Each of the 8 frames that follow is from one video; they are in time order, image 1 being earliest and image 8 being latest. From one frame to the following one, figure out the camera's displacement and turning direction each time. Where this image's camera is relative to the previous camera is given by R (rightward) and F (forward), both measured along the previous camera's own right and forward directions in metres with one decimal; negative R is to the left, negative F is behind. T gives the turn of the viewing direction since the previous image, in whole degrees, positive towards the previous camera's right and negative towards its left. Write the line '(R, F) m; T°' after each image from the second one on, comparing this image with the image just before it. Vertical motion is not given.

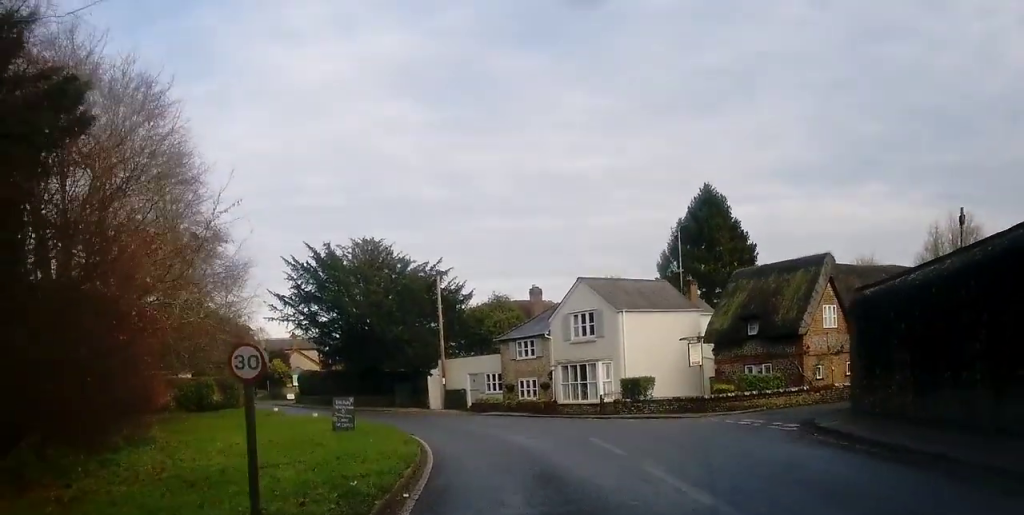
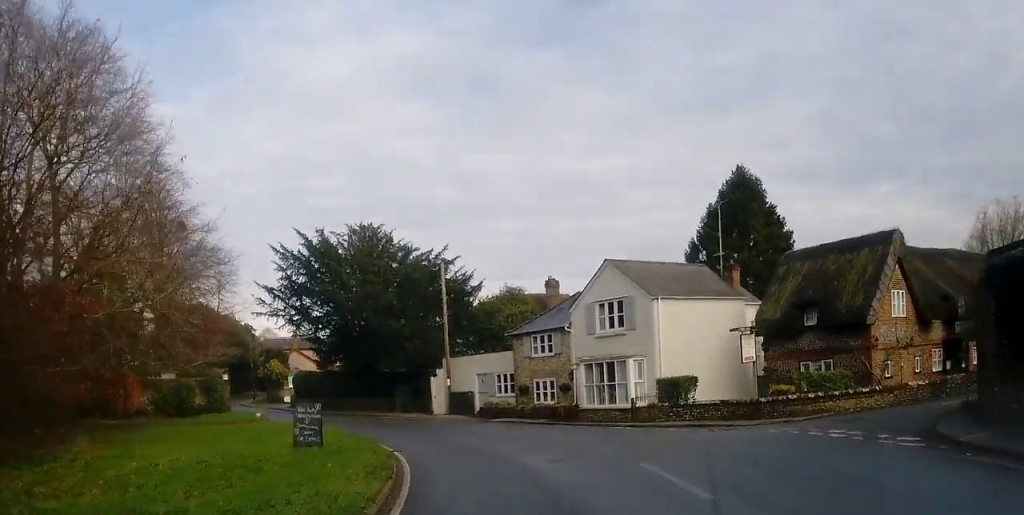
(-0.1, +5.5) m; 0°
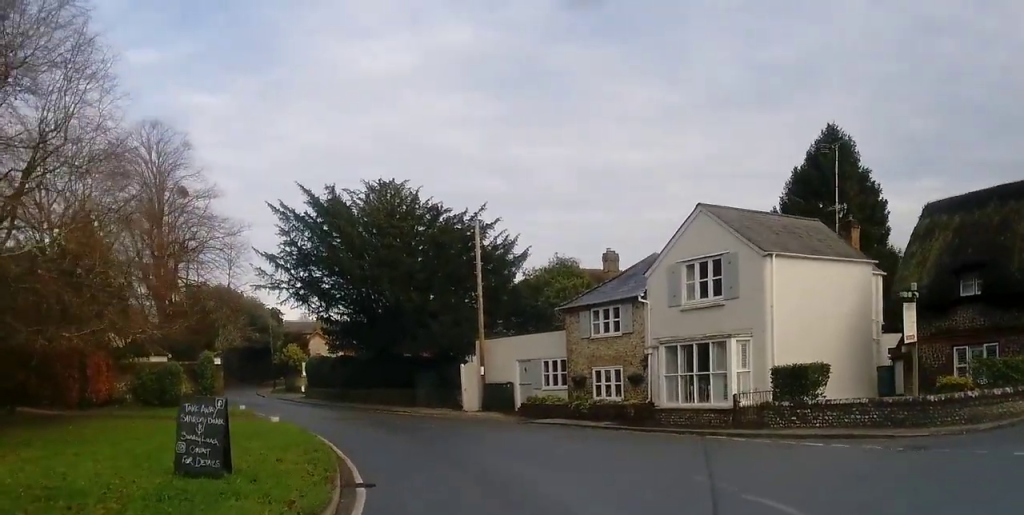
(-0.2, +8.6) m; -4°
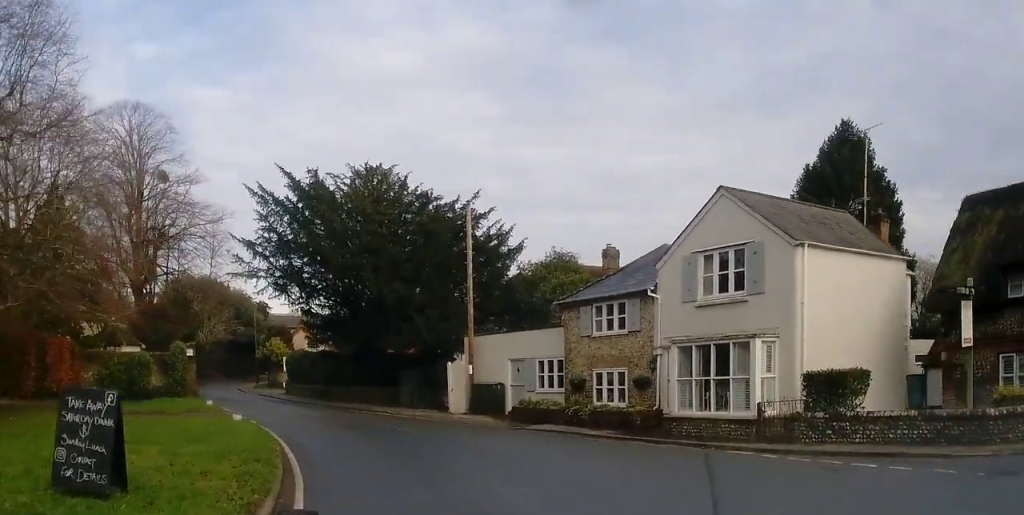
(-0.4, +2.8) m; +1°
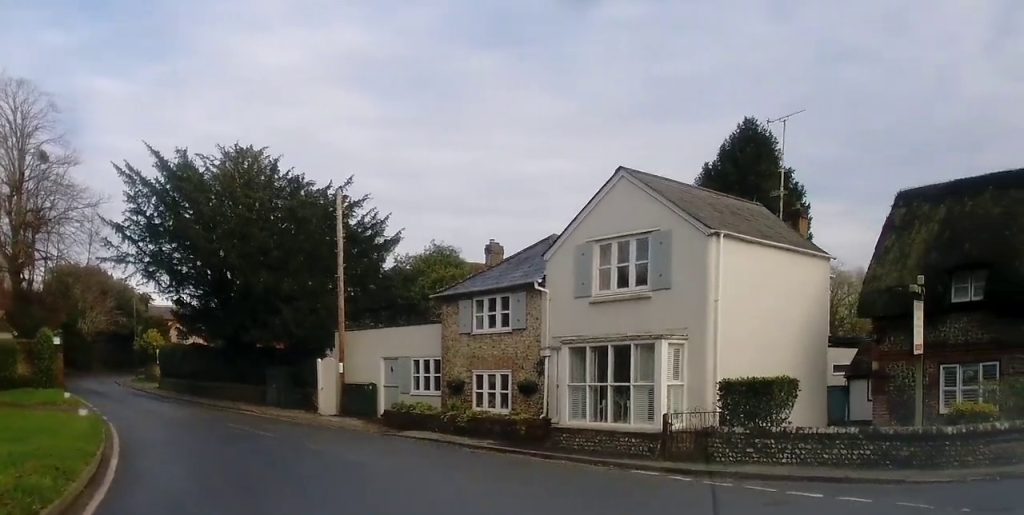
(+0.3, +2.4) m; +10°
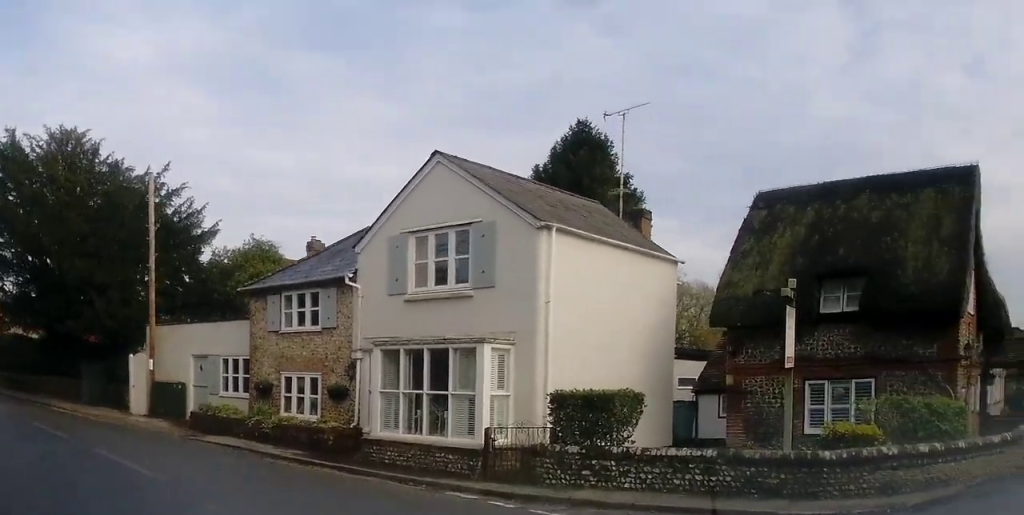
(+0.1, +1.9) m; +10°
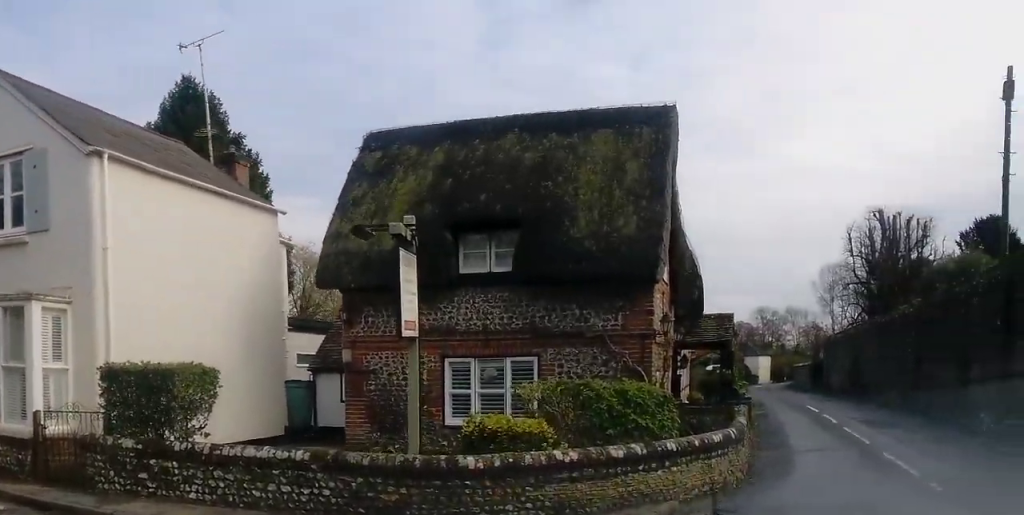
(+0.5, +3.1) m; +24°
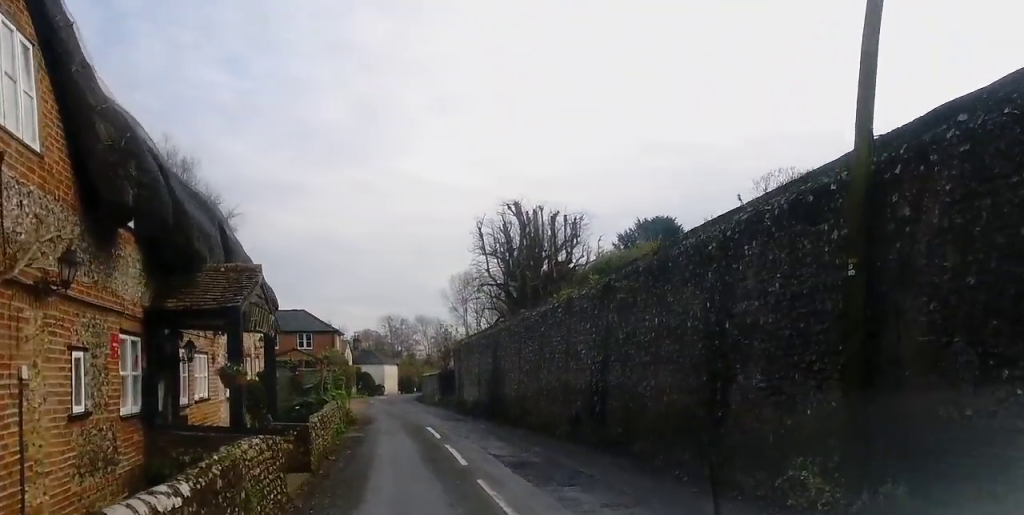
(+2.8, +7.1) m; +27°
